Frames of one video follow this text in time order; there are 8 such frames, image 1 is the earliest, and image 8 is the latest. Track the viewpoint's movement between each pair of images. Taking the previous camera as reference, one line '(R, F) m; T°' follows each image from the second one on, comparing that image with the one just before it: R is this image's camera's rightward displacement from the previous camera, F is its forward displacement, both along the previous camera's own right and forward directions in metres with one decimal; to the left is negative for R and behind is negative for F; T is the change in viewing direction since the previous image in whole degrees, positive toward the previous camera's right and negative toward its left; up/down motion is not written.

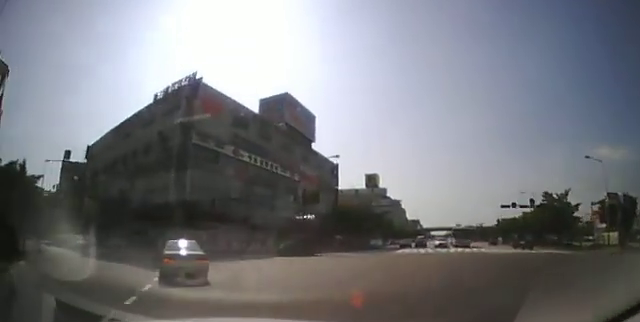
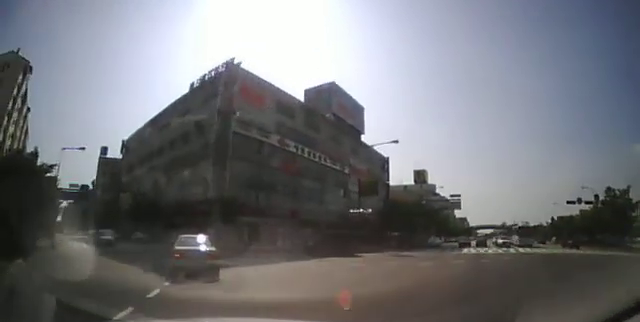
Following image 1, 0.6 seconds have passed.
(-0.4, +3.8) m; -9°
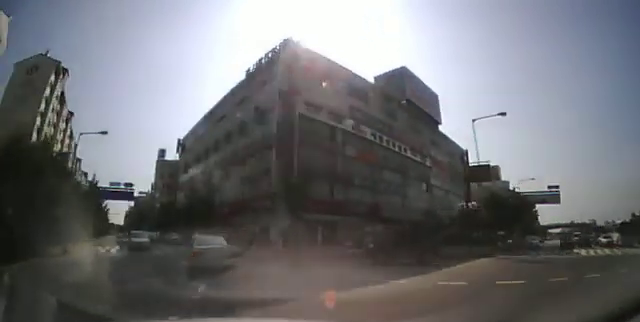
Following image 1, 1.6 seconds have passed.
(-0.8, +6.2) m; -14°
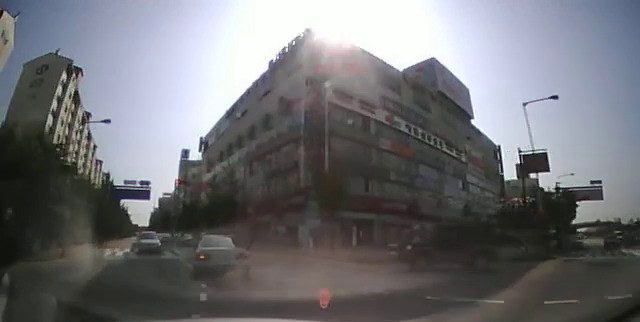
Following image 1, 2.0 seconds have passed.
(-0.1, +3.1) m; -6°
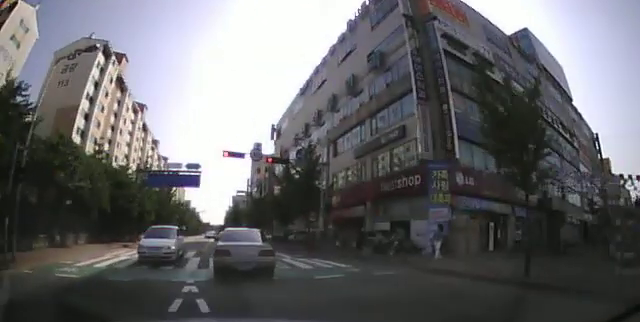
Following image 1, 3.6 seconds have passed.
(-1.8, +9.8) m; -18°
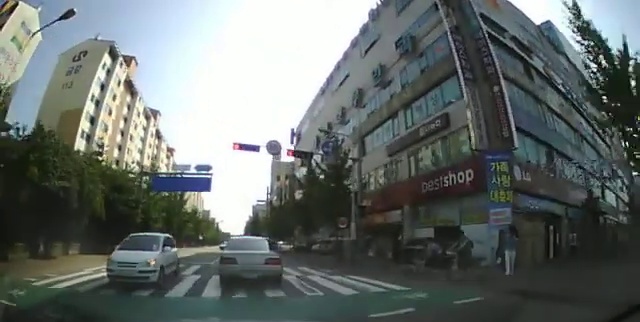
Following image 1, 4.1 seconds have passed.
(-0.1, +3.6) m; -6°
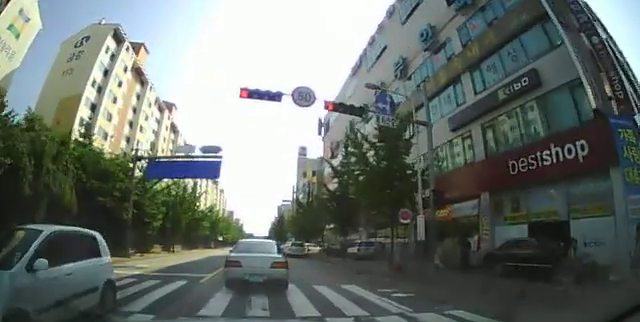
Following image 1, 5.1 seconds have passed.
(-0.6, +6.1) m; -7°
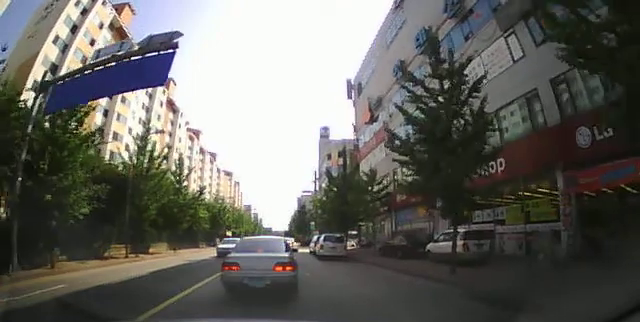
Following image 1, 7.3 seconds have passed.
(-1.1, +12.5) m; -8°
